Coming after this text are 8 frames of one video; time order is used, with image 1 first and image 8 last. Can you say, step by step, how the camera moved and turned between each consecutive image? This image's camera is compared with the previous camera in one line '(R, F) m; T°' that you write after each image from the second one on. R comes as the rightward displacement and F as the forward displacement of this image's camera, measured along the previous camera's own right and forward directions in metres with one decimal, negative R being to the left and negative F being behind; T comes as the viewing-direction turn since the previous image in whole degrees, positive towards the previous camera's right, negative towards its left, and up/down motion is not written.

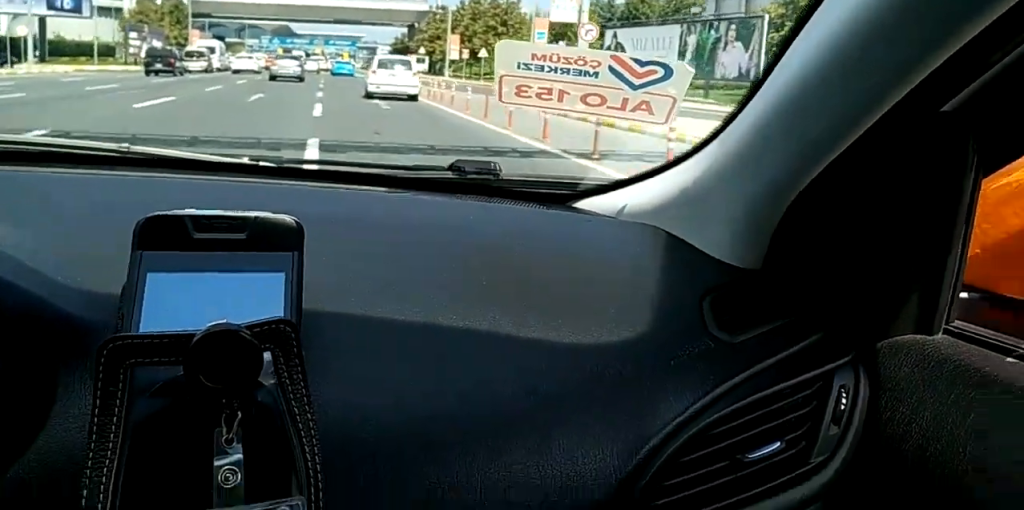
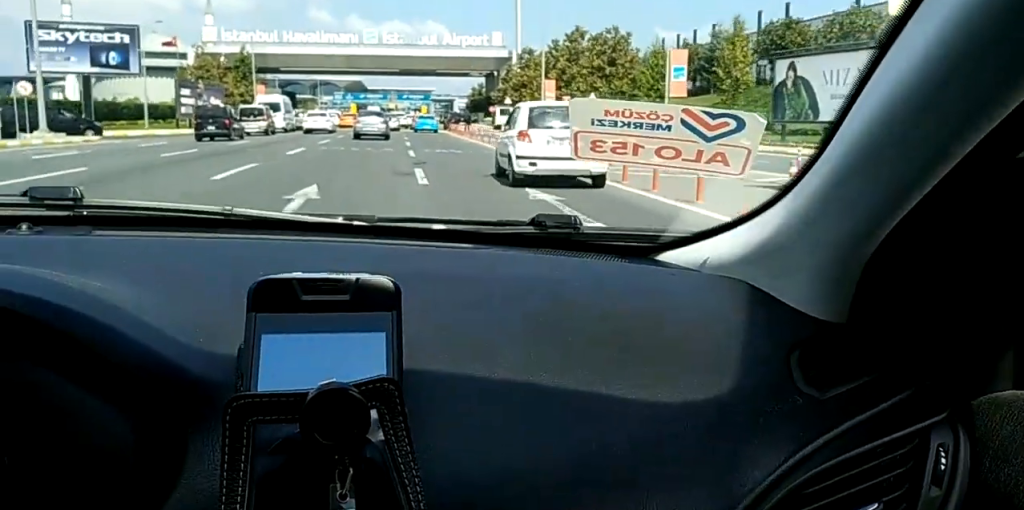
(+0.4, +14.7) m; +3°
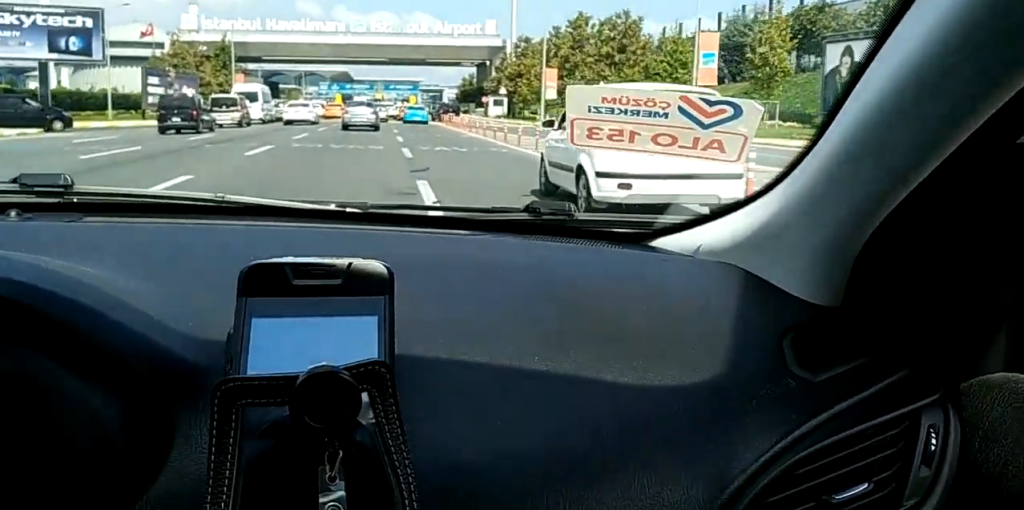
(0.0, +5.7) m; 0°
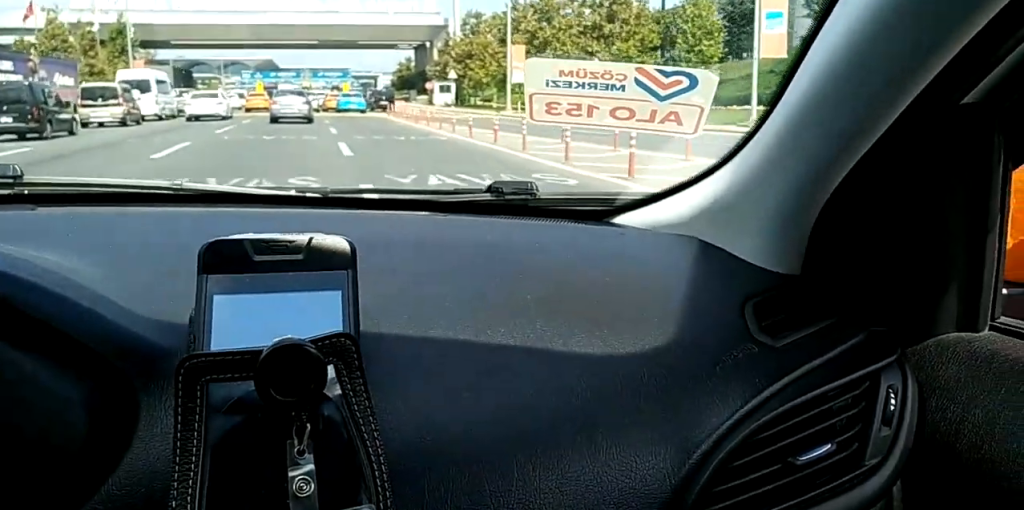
(0.0, +12.0) m; 0°
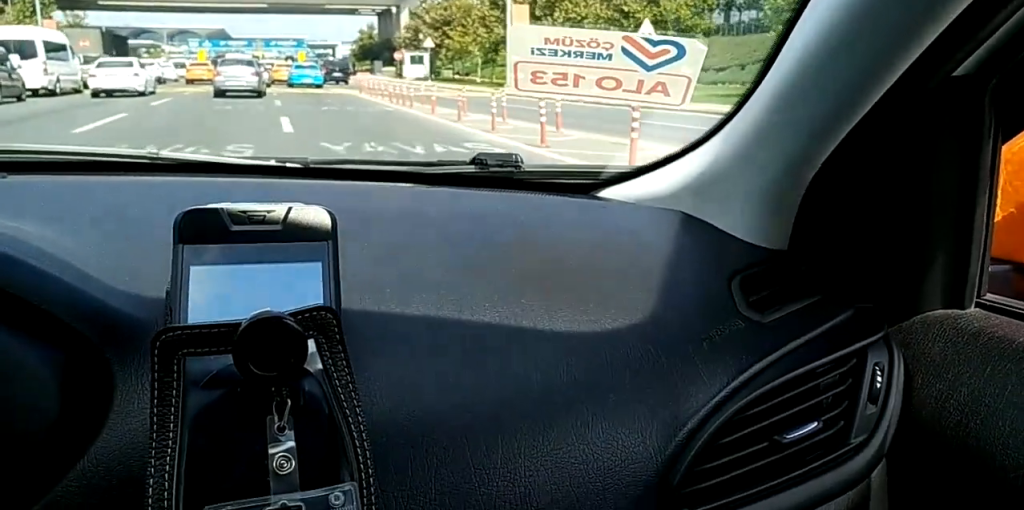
(0.0, +10.3) m; 0°
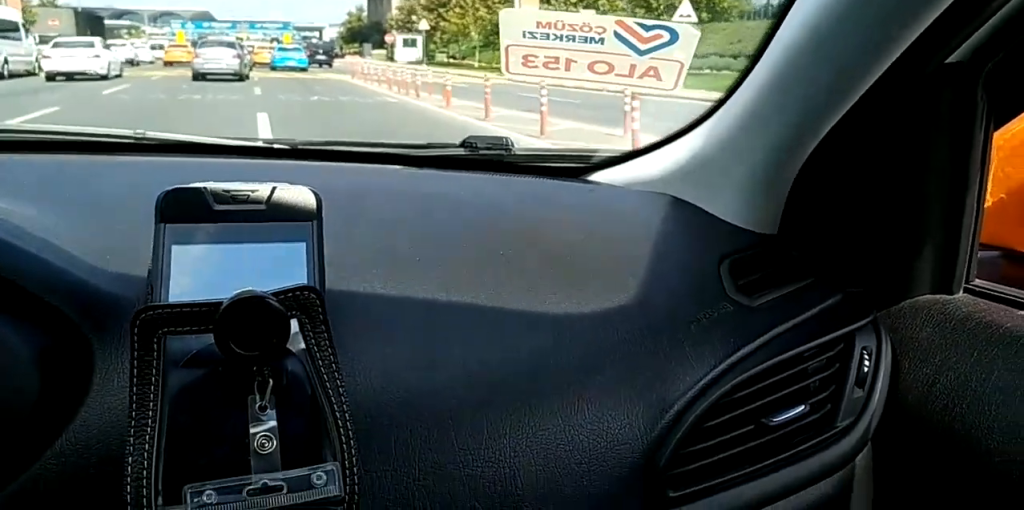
(0.0, +3.7) m; 0°
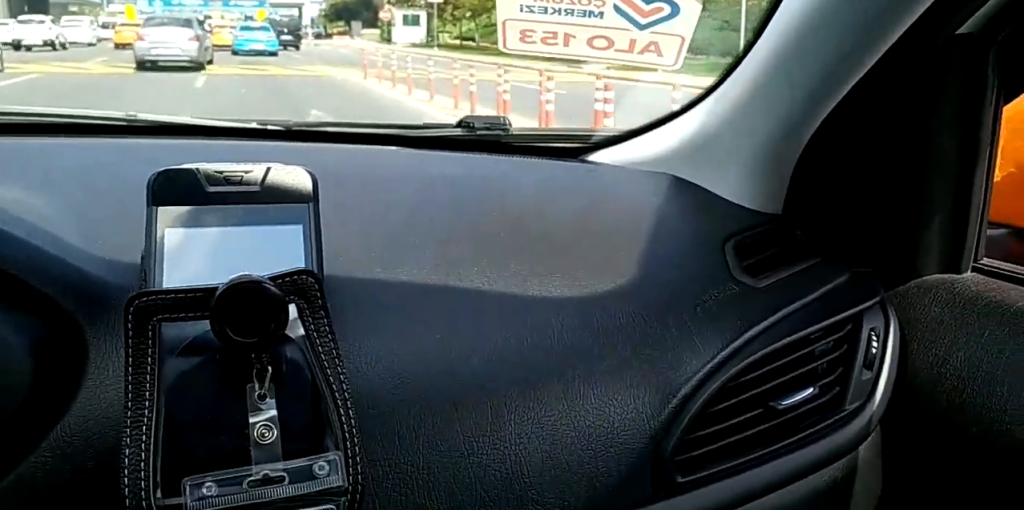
(0.0, +11.7) m; 0°
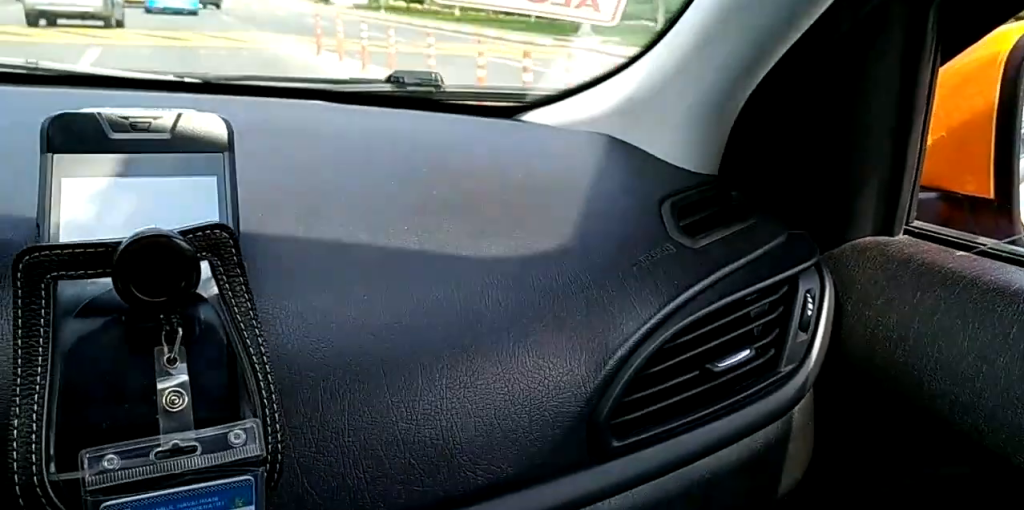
(0.0, +4.1) m; 0°
